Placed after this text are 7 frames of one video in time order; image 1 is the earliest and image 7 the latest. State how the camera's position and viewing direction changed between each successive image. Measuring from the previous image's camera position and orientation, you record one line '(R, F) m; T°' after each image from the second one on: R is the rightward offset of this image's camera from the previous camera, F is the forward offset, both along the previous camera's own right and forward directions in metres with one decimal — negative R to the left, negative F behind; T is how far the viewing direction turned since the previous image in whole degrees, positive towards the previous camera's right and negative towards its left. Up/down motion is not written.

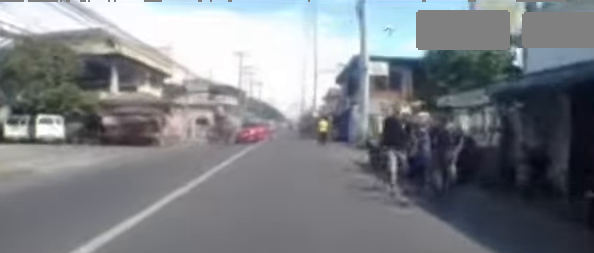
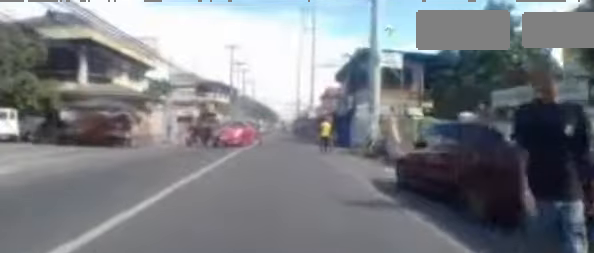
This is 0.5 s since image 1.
(0.0, +3.3) m; 0°
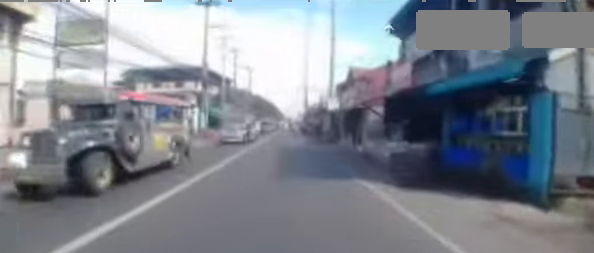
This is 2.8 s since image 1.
(+0.1, +16.7) m; +4°
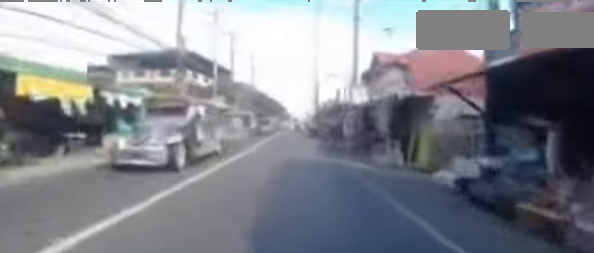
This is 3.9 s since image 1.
(+0.5, +8.1) m; +2°
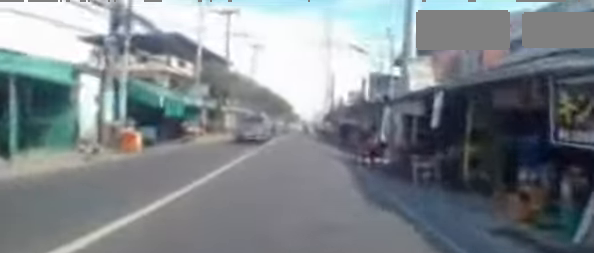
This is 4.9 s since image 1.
(-0.2, +8.5) m; -6°
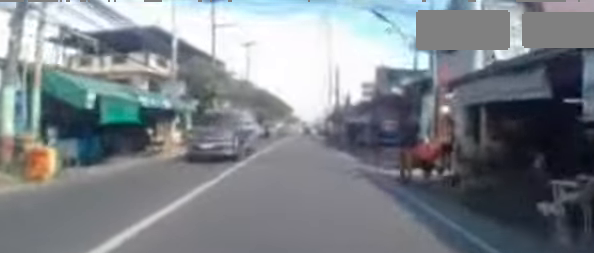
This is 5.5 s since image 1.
(-0.2, +4.7) m; -2°
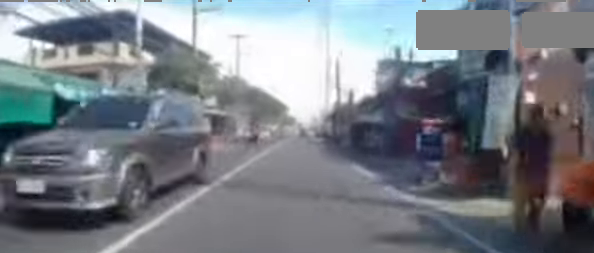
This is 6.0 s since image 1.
(-0.2, +4.0) m; 0°
